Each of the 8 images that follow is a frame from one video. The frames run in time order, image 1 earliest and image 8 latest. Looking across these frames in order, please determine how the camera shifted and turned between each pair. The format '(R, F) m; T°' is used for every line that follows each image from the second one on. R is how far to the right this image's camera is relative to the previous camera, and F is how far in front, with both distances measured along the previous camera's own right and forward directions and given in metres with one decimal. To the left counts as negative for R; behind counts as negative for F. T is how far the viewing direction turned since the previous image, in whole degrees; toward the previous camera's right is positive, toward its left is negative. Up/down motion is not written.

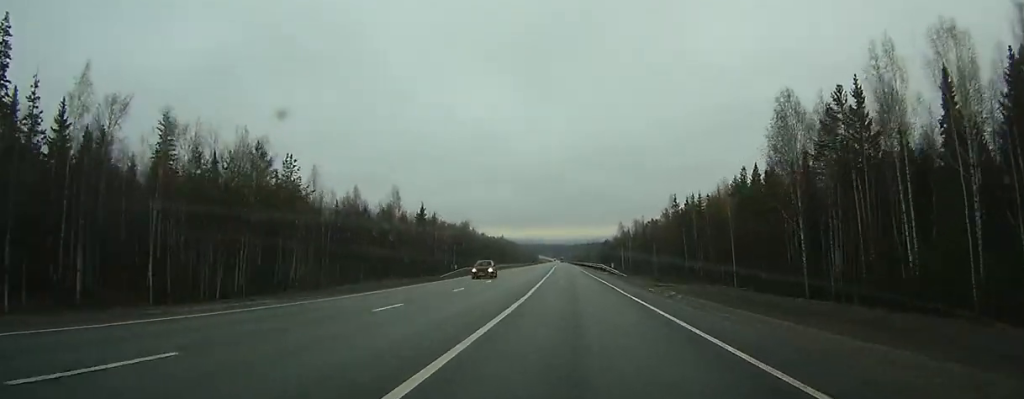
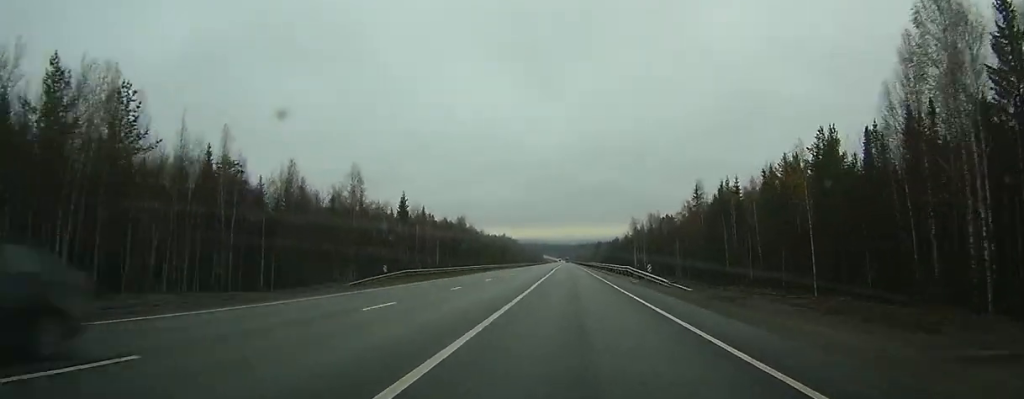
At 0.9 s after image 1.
(0.0, +24.9) m; 0°
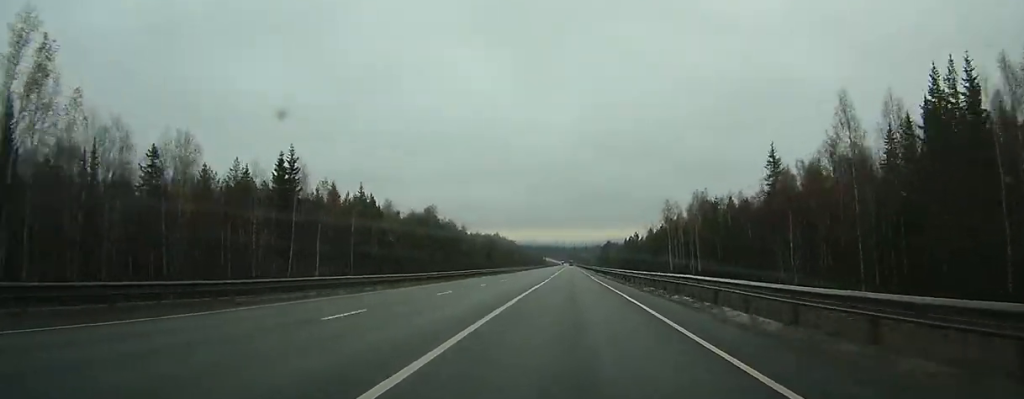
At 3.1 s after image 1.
(-0.5, +63.1) m; 0°
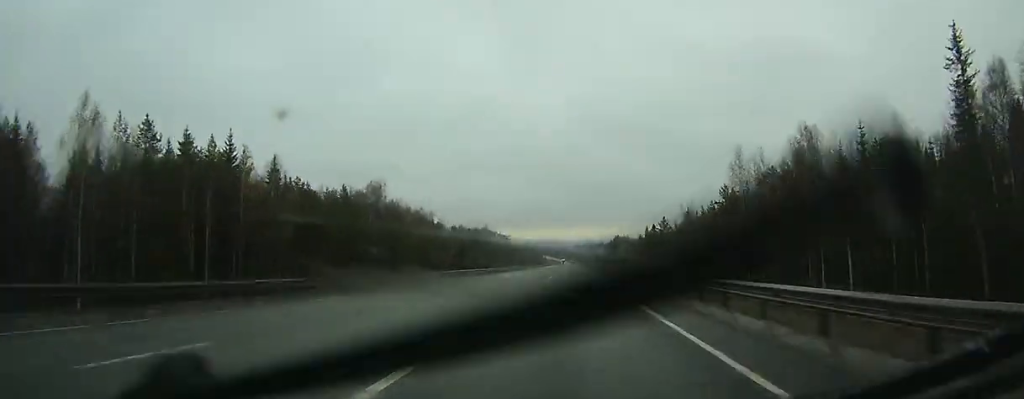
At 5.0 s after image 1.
(+0.2, +55.5) m; 0°
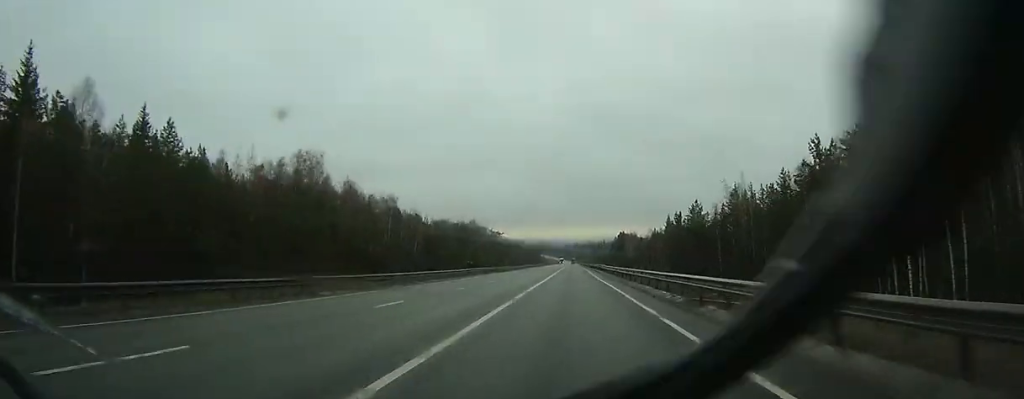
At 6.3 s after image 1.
(-0.1, +36.5) m; 0°
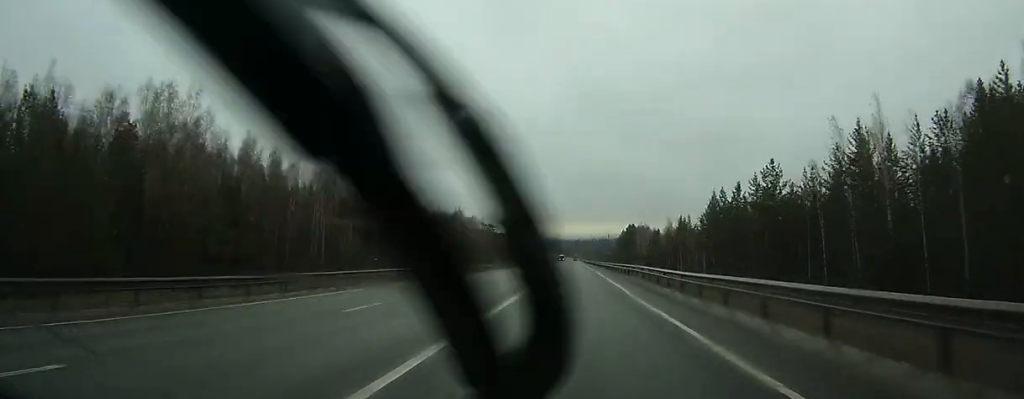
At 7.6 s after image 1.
(-0.1, +38.4) m; 0°
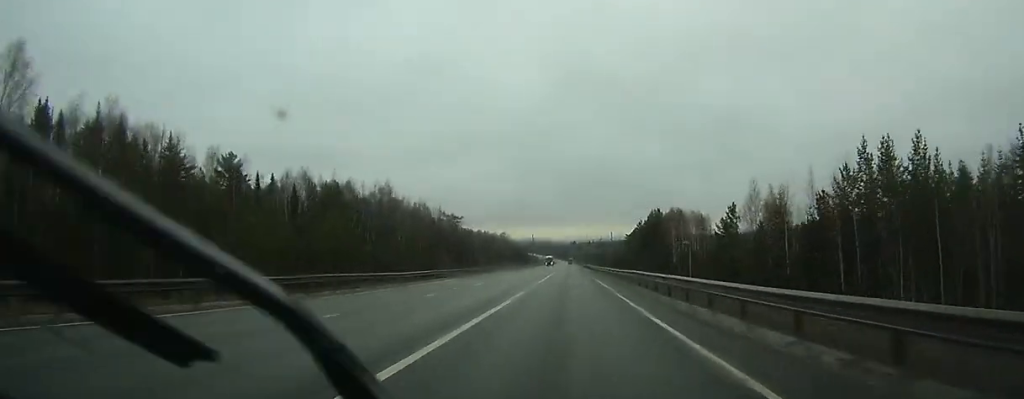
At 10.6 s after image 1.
(+0.3, +86.3) m; 0°
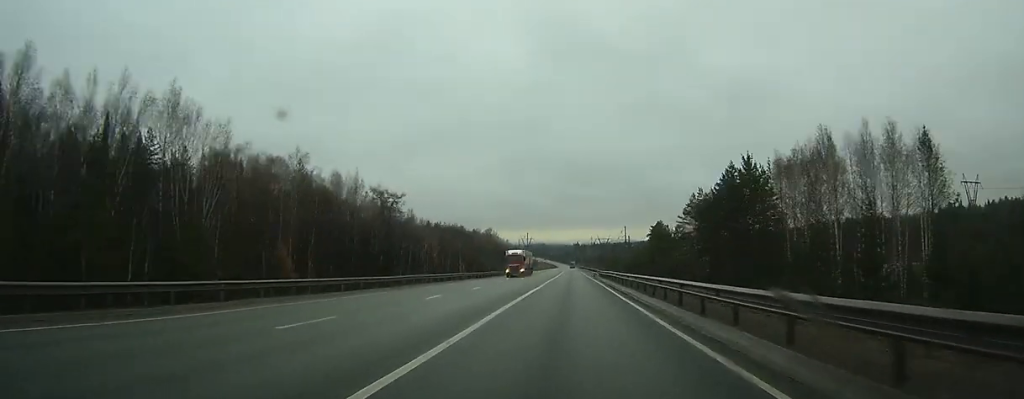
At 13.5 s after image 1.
(0.0, +84.2) m; 0°
